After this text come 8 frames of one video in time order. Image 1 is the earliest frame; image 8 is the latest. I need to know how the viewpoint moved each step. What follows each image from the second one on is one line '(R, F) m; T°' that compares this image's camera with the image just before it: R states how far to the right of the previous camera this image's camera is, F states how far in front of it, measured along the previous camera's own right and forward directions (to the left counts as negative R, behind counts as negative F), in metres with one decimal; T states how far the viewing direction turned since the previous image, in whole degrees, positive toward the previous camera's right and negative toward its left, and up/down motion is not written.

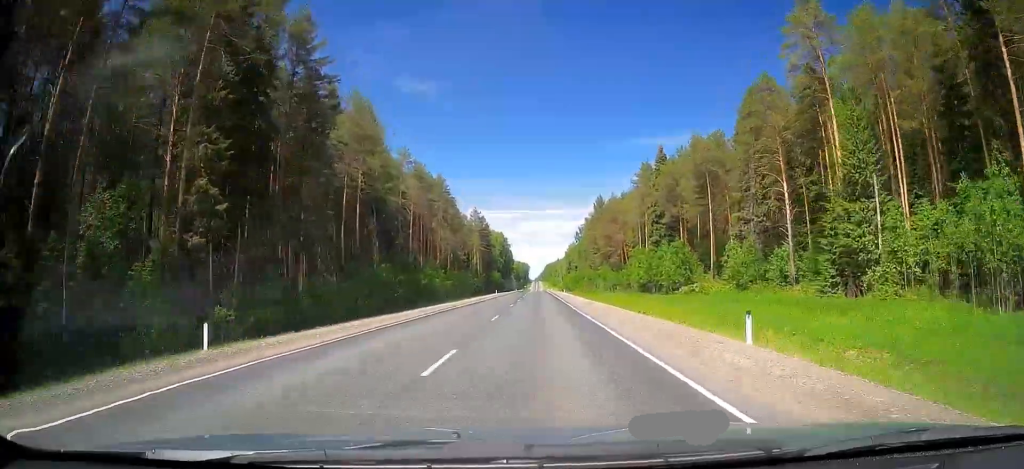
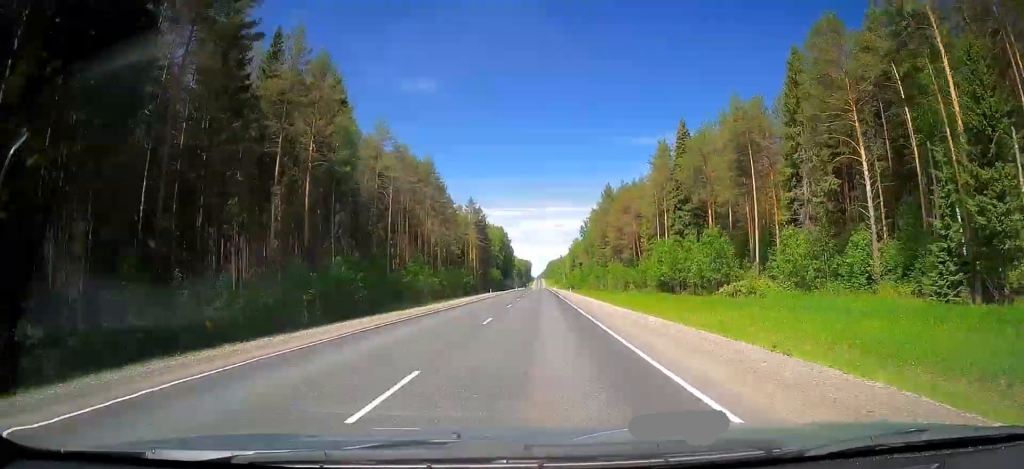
(0.0, +14.6) m; 0°
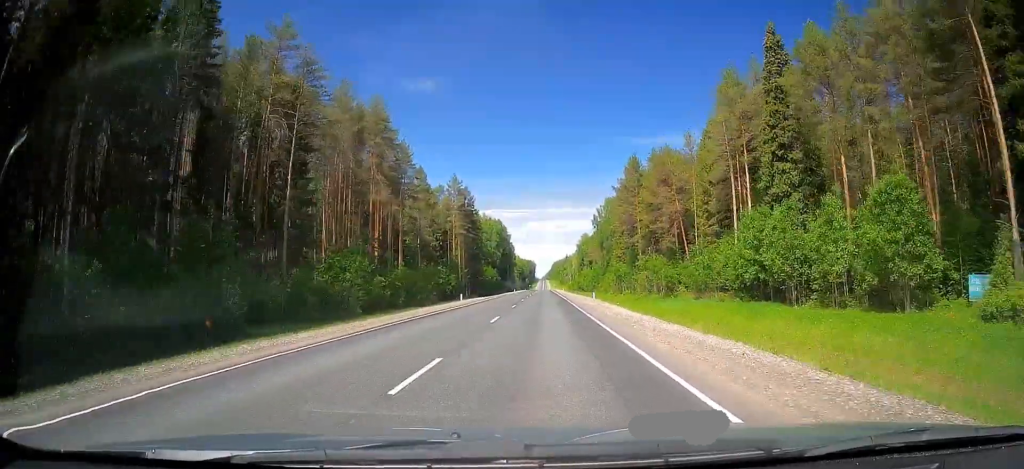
(+0.3, +34.5) m; -1°
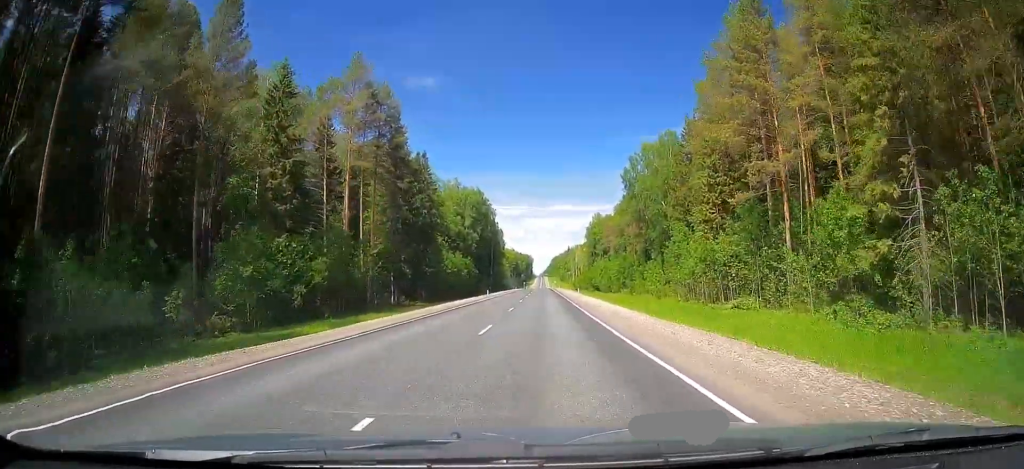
(-0.5, +63.9) m; 0°
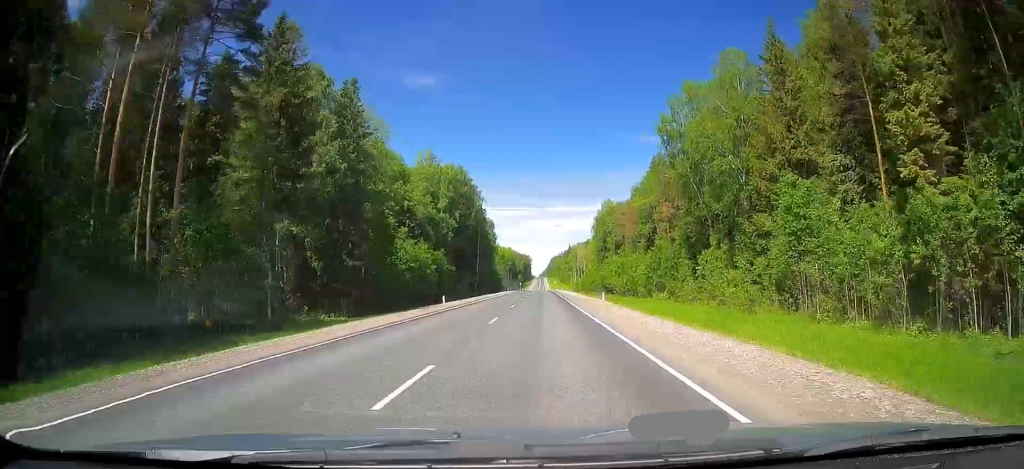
(-0.2, +32.5) m; 0°
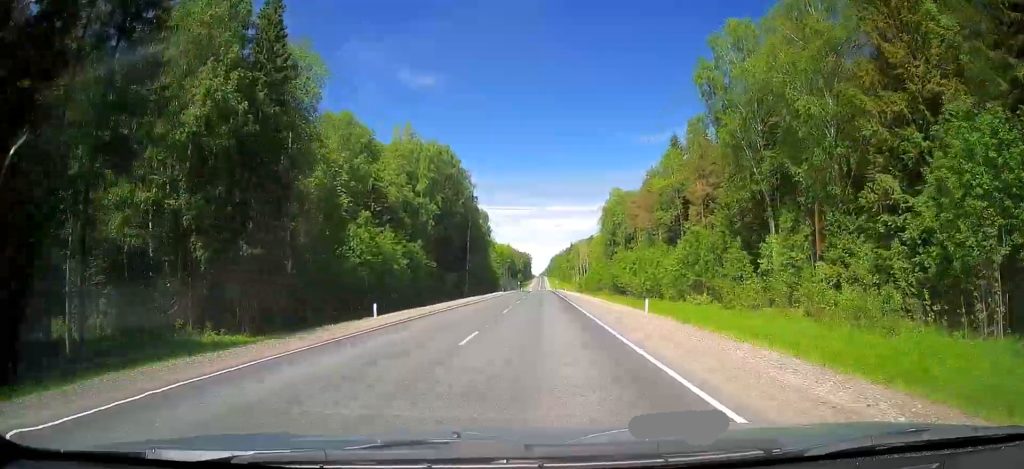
(+0.3, +17.9) m; 0°
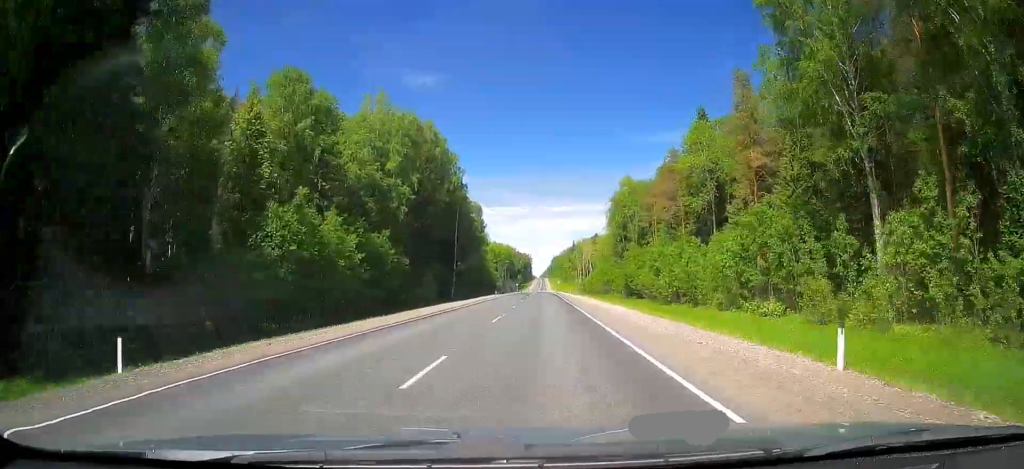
(+0.1, +16.9) m; 0°
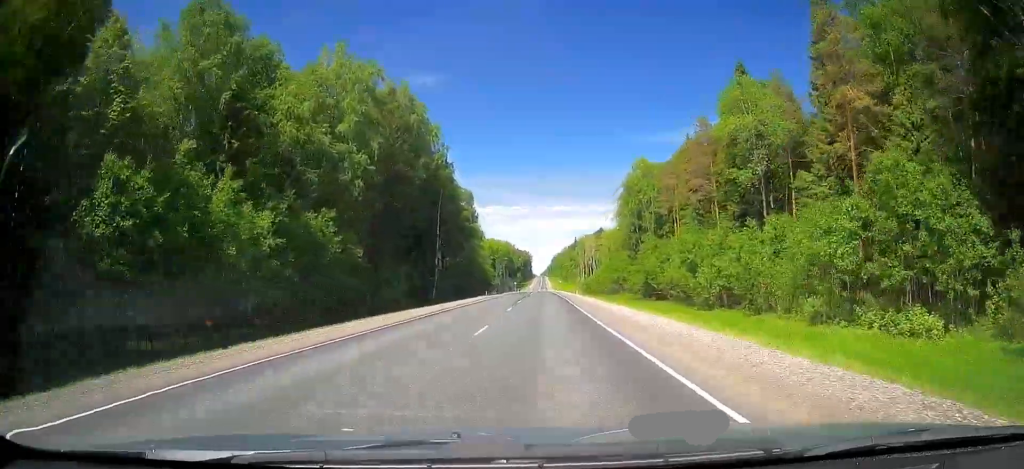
(-0.2, +16.9) m; -1°
